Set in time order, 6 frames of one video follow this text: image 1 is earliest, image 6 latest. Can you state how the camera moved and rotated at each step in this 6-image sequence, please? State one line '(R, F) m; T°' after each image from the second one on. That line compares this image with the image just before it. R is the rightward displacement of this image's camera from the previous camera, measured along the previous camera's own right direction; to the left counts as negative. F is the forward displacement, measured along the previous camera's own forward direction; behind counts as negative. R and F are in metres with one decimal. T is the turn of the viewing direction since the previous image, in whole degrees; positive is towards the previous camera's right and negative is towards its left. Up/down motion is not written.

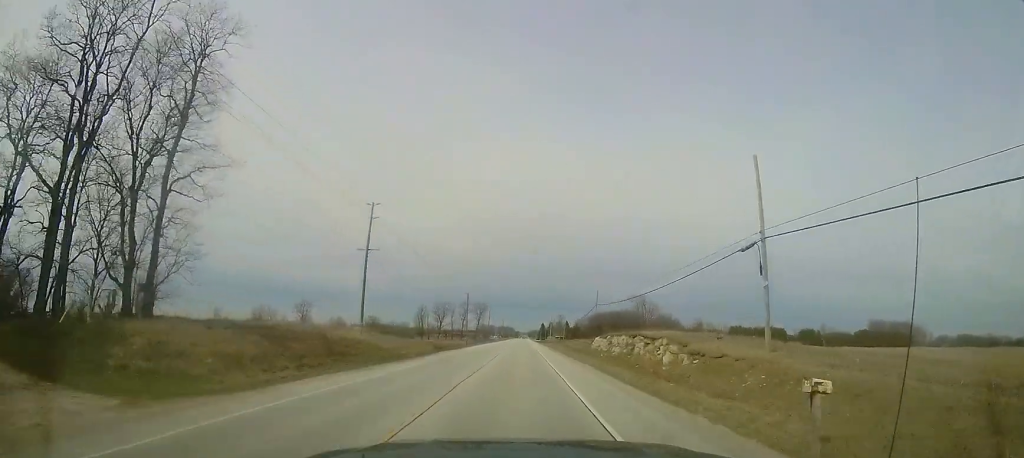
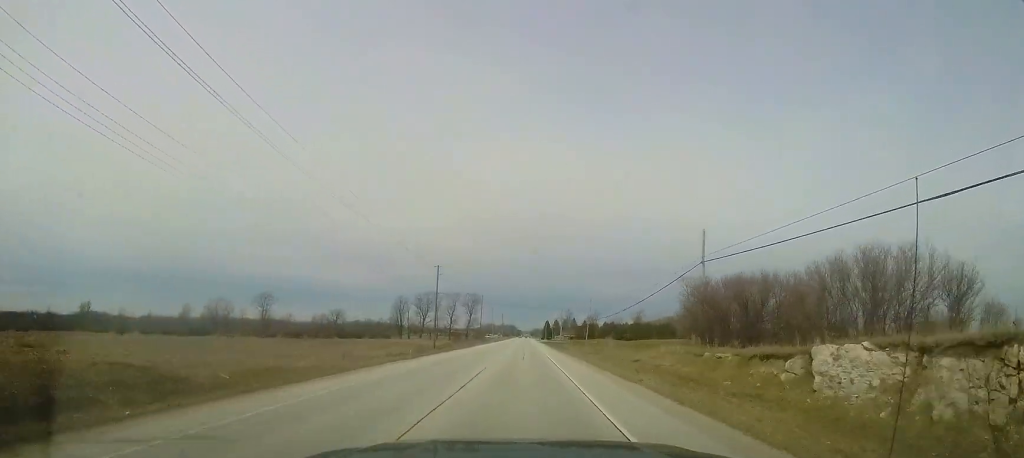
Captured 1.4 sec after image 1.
(+0.4, +38.3) m; -1°
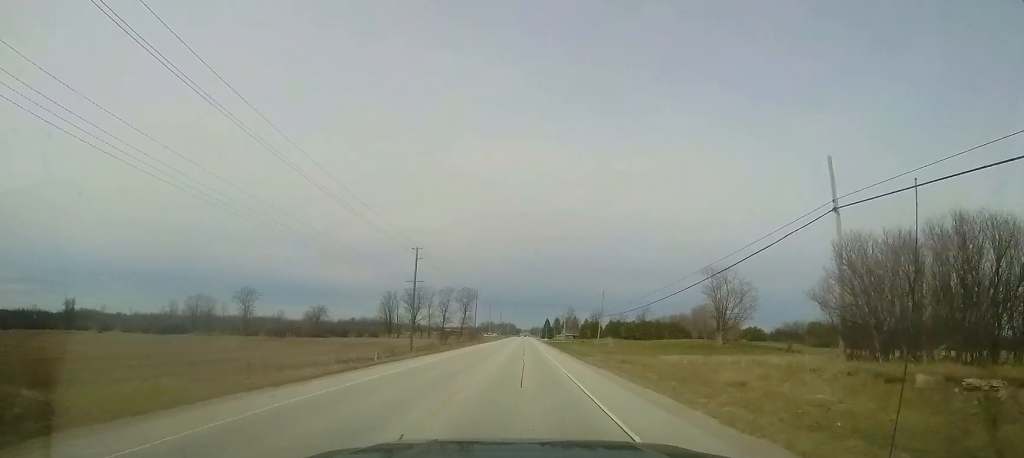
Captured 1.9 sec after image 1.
(-0.3, +12.8) m; -1°
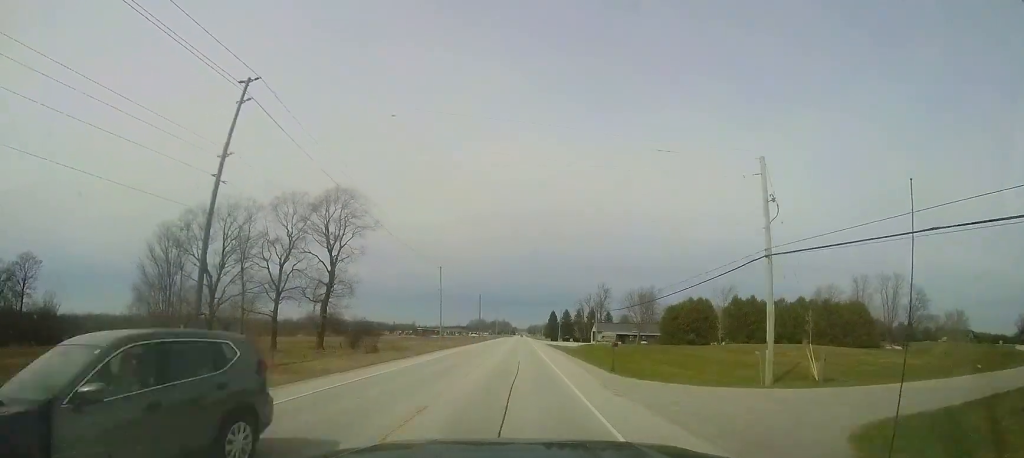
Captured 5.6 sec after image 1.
(-0.1, +100.6) m; -1°
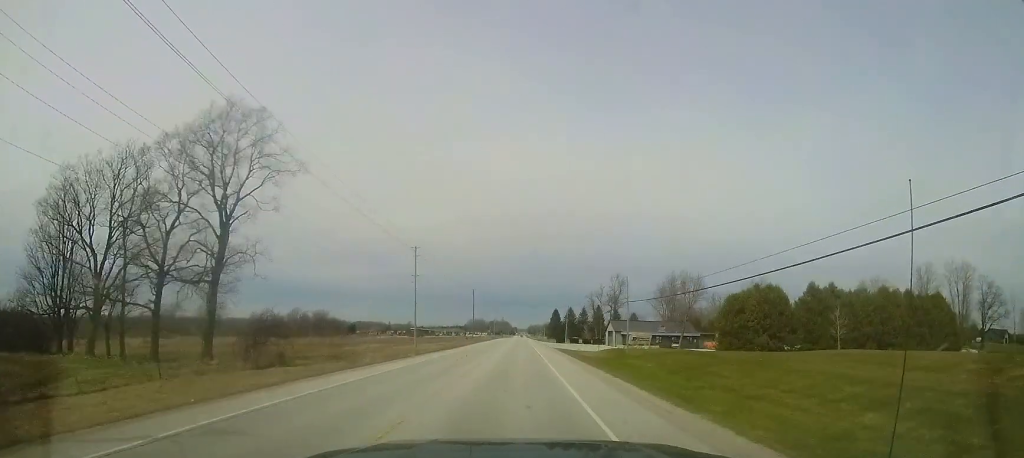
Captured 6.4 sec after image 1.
(-0.2, +19.0) m; 0°
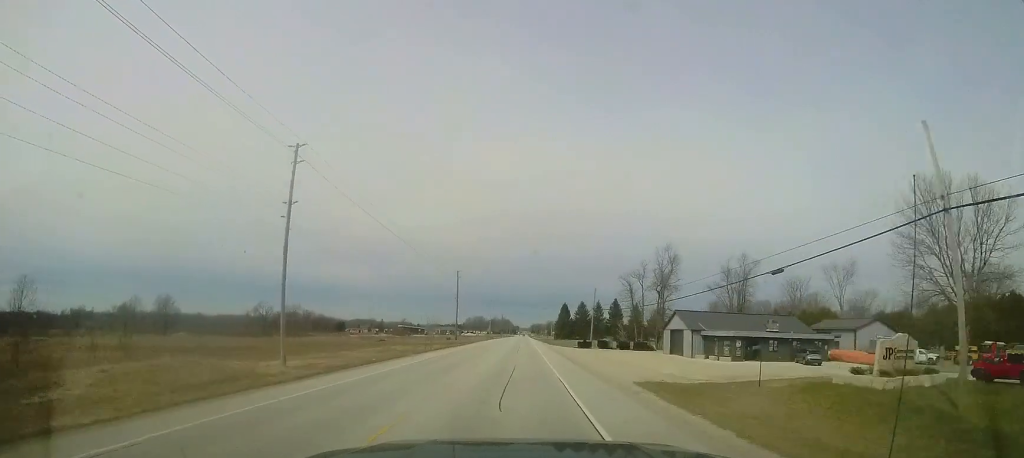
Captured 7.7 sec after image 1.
(+0.6, +35.4) m; +1°
